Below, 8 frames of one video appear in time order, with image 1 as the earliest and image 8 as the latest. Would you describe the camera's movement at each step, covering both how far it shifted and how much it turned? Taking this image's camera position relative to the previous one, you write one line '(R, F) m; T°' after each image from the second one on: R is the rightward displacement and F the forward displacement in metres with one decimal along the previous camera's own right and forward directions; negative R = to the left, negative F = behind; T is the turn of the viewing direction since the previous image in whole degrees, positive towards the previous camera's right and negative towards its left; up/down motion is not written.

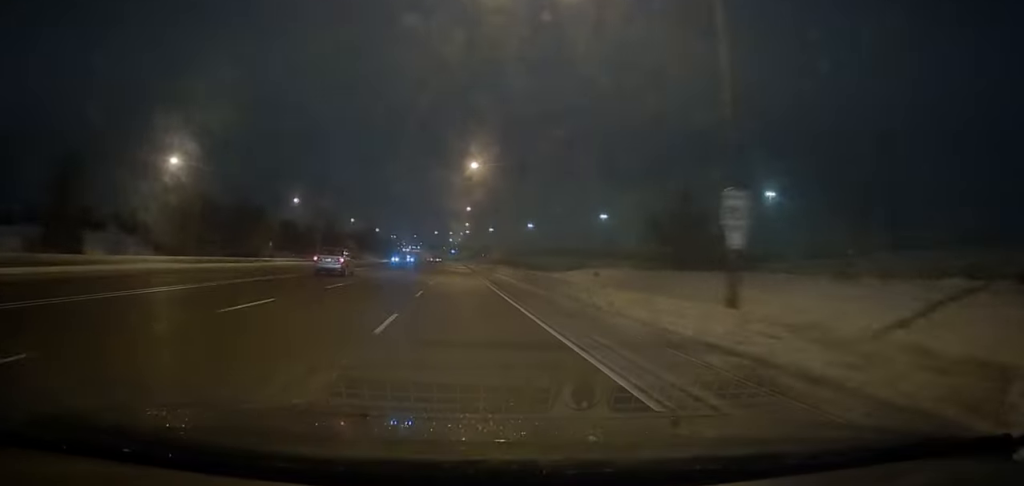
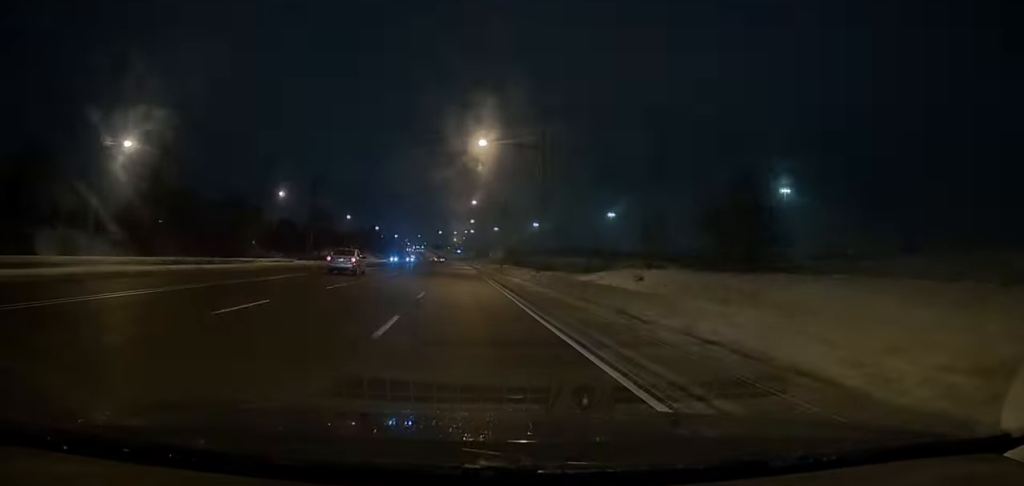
(0.0, +9.5) m; 0°
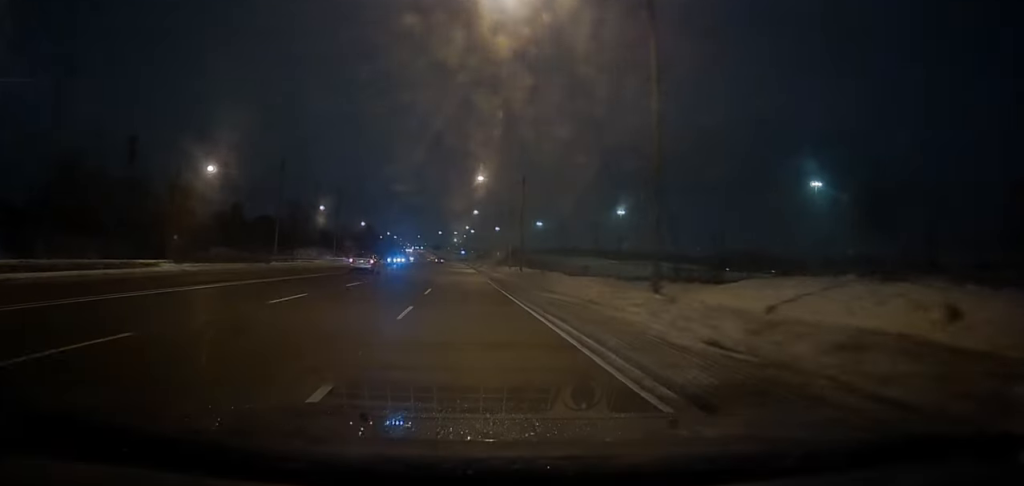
(+0.1, +24.3) m; 0°
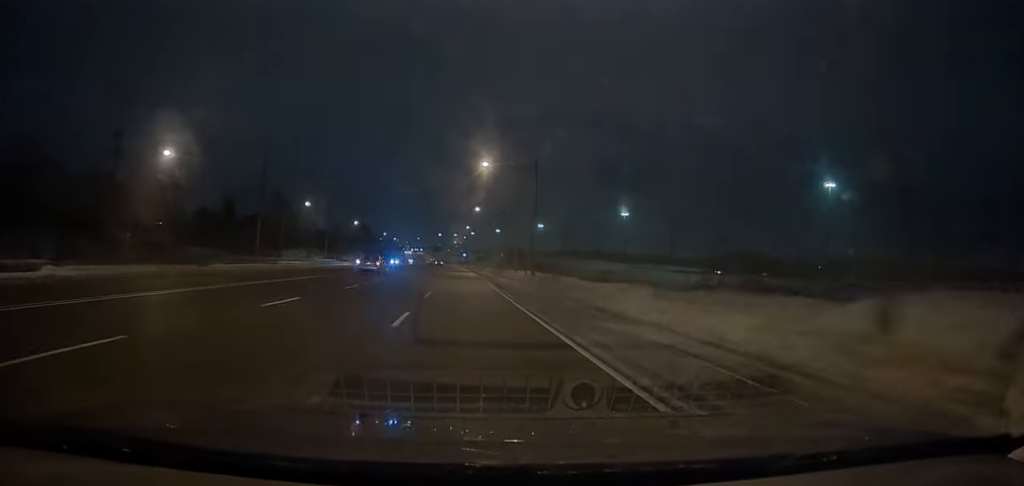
(0.0, +9.6) m; +1°
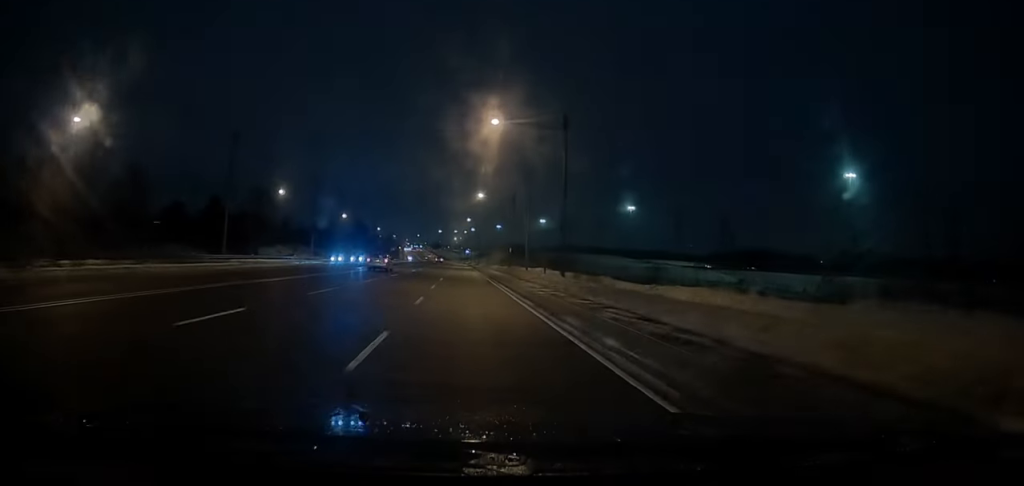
(0.0, +13.5) m; 0°
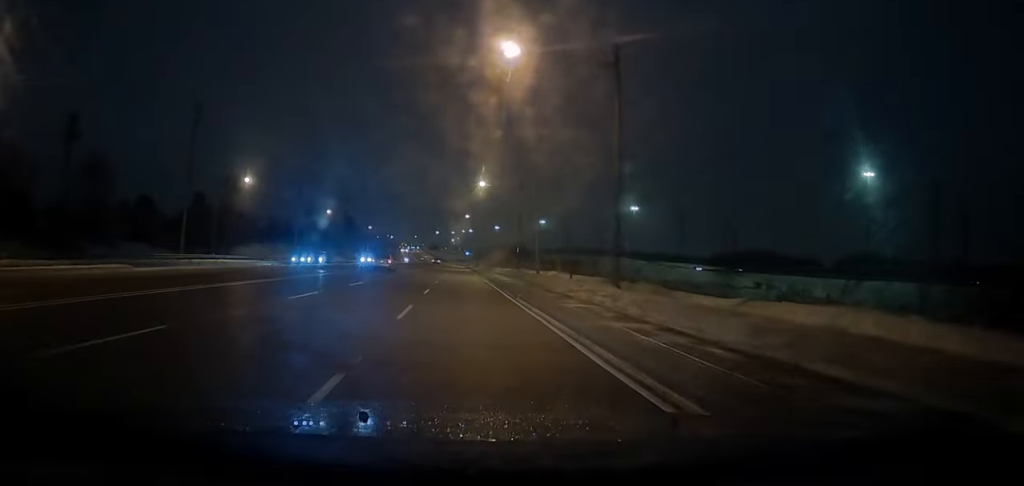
(+0.3, +12.1) m; -1°
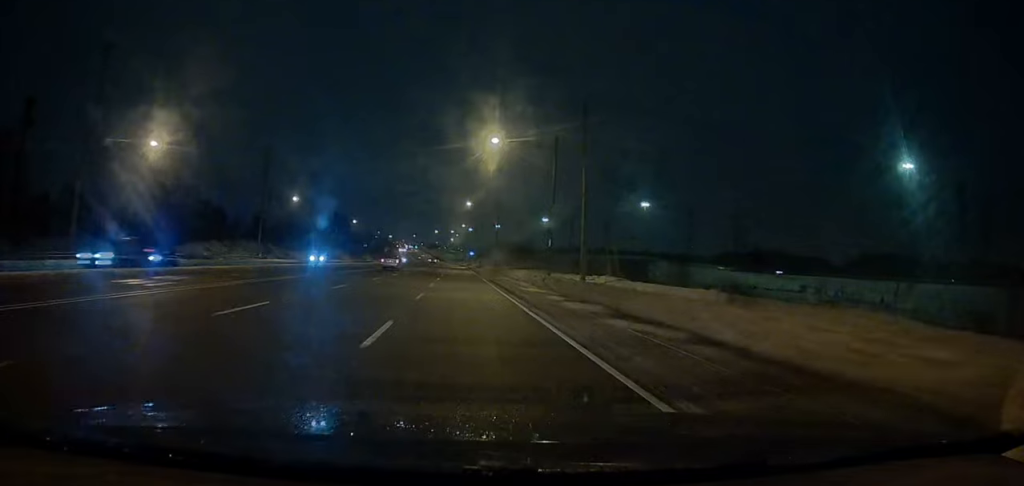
(-0.7, +21.9) m; -2°
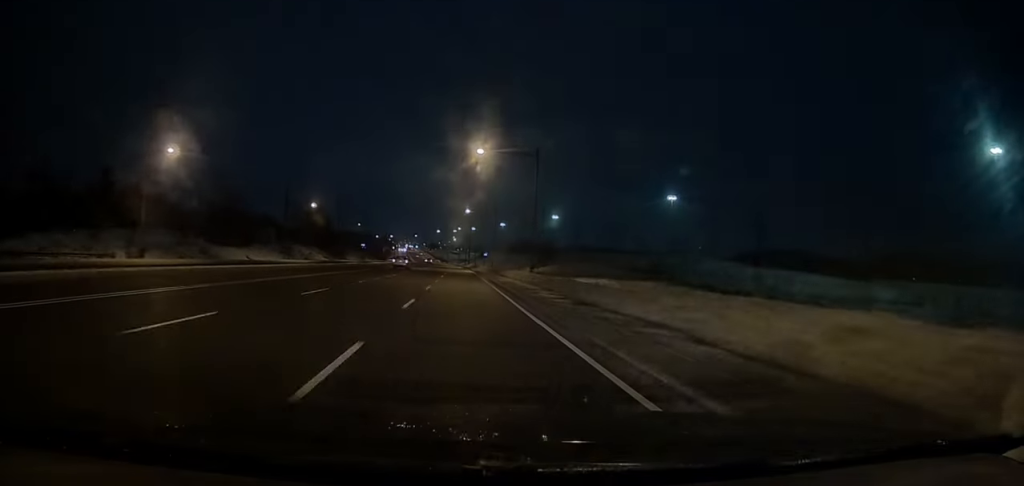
(+0.5, +39.7) m; +2°
